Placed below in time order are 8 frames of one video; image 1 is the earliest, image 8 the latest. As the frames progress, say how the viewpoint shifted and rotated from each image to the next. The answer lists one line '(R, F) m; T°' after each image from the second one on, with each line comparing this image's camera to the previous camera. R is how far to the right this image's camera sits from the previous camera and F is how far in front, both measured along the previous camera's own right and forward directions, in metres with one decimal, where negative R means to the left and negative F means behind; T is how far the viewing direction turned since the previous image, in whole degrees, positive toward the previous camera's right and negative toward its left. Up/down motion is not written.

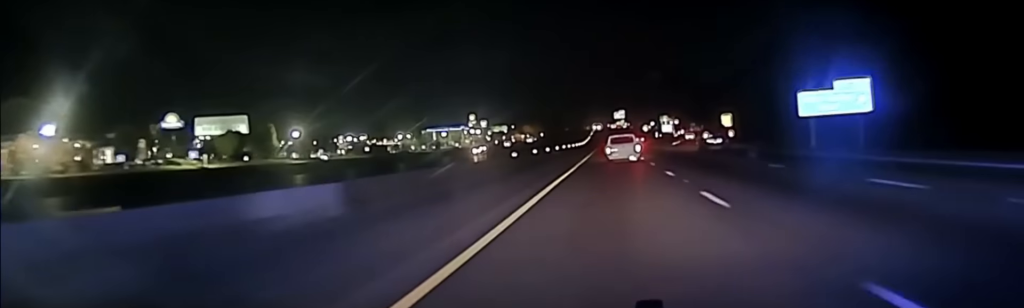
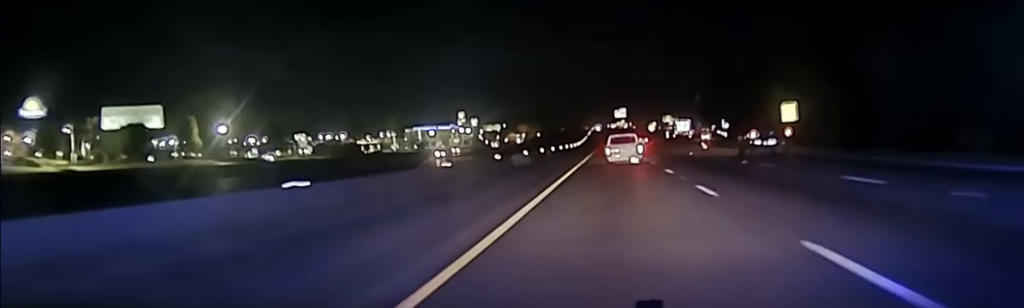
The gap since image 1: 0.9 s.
(+0.8, +53.0) m; 0°
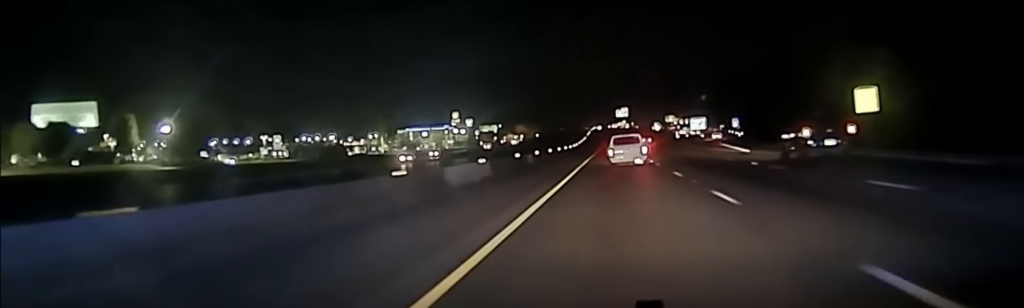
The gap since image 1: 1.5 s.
(-0.2, +35.0) m; 0°
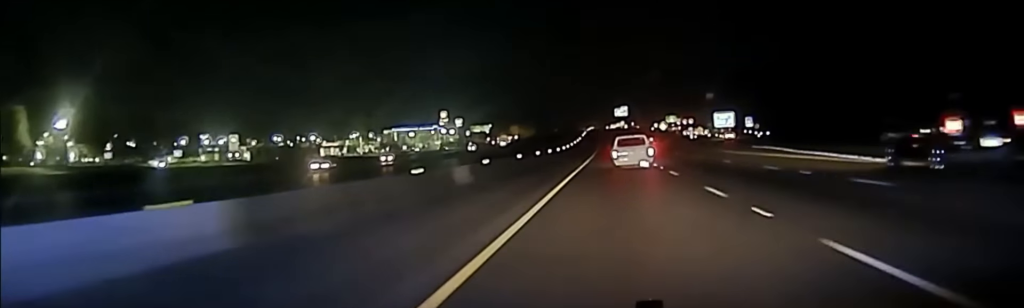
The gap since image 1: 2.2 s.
(-0.1, +42.3) m; 0°
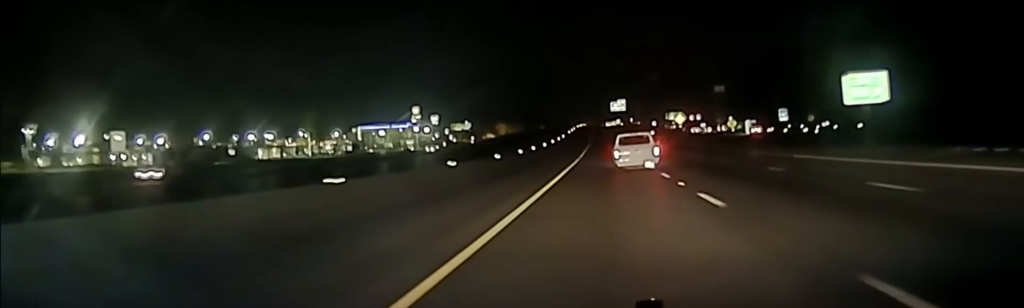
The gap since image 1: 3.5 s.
(+0.3, +64.0) m; 0°
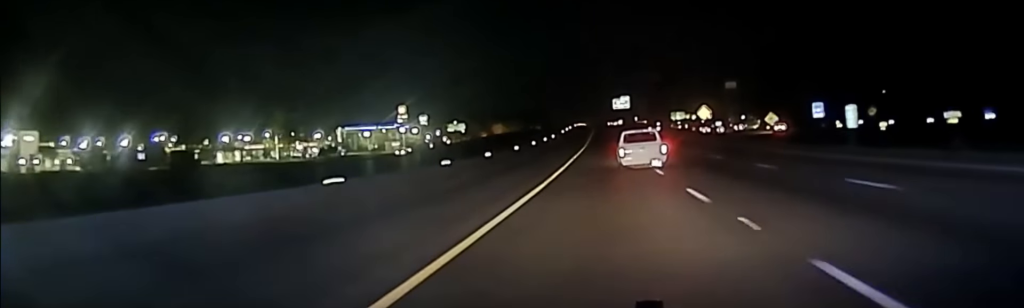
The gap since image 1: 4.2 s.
(+0.1, +32.1) m; 0°
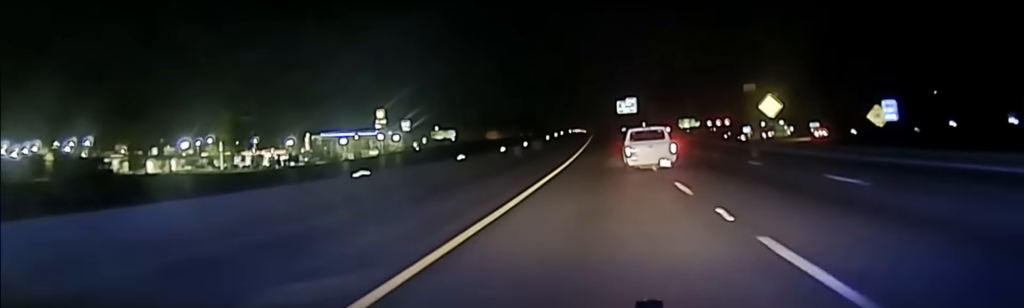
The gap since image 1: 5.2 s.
(-0.1, +39.6) m; 0°
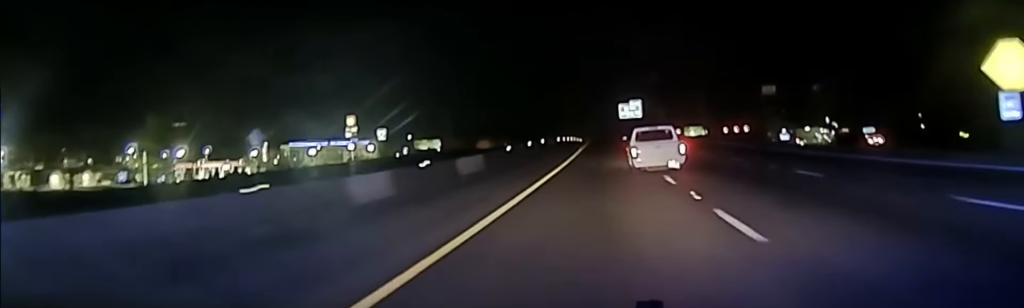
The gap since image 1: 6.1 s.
(-0.1, +37.3) m; 0°
